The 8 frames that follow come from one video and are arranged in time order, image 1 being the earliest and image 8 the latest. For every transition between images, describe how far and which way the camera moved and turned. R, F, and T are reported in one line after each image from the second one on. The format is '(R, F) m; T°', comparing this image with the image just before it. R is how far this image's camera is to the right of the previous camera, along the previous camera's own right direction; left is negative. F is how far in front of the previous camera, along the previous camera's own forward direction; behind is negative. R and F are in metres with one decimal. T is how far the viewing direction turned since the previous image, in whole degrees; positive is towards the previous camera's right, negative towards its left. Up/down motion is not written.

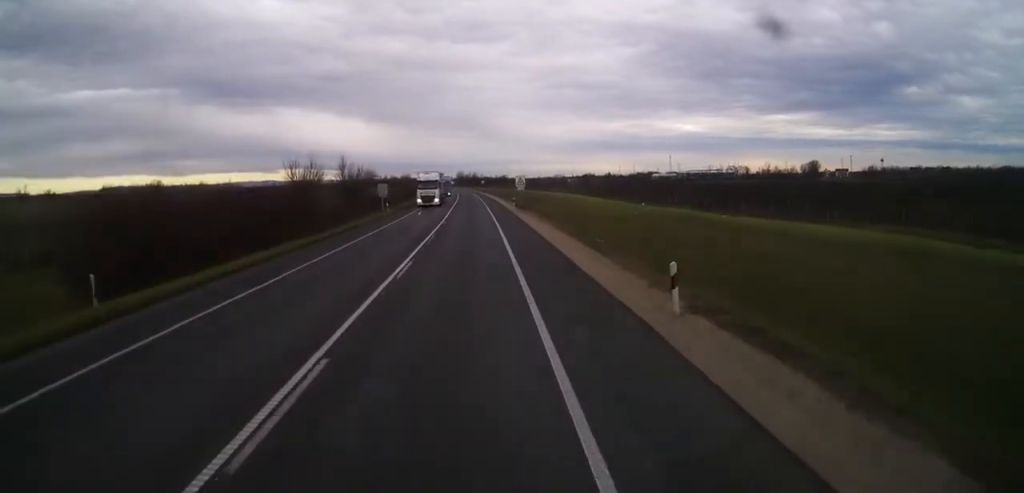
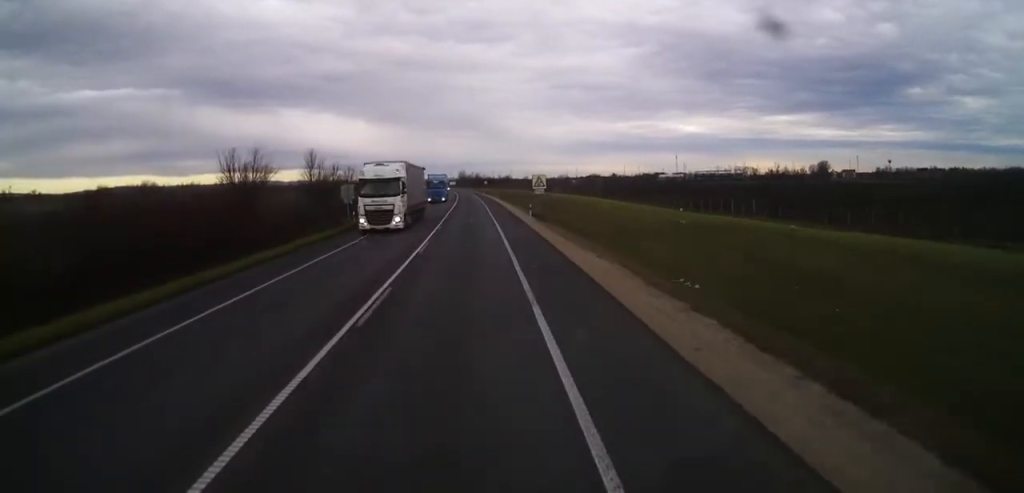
(-0.1, +17.8) m; 0°
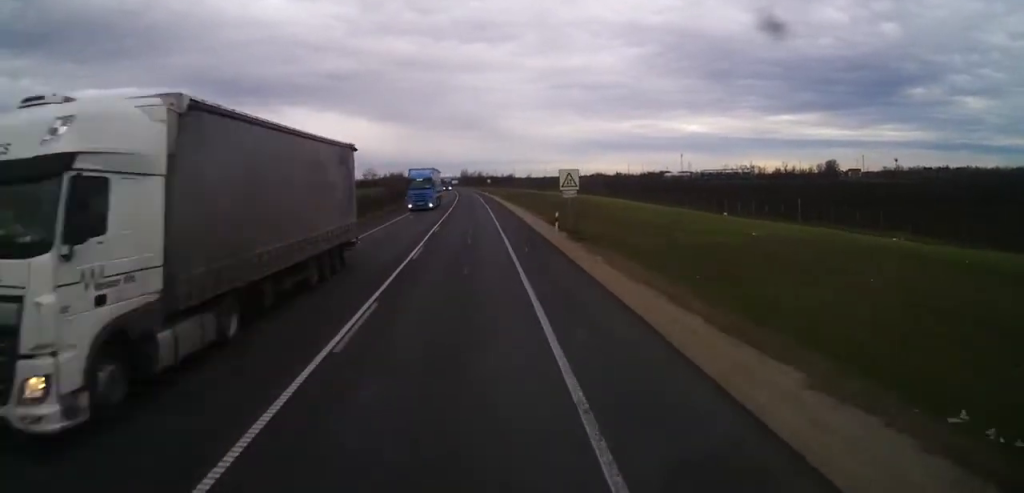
(0.0, +14.1) m; 0°
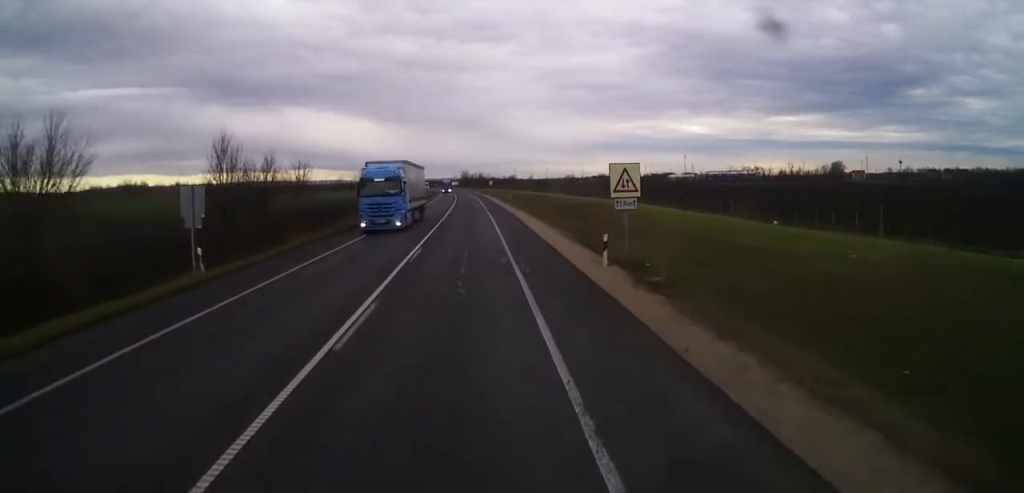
(0.0, +11.8) m; 0°
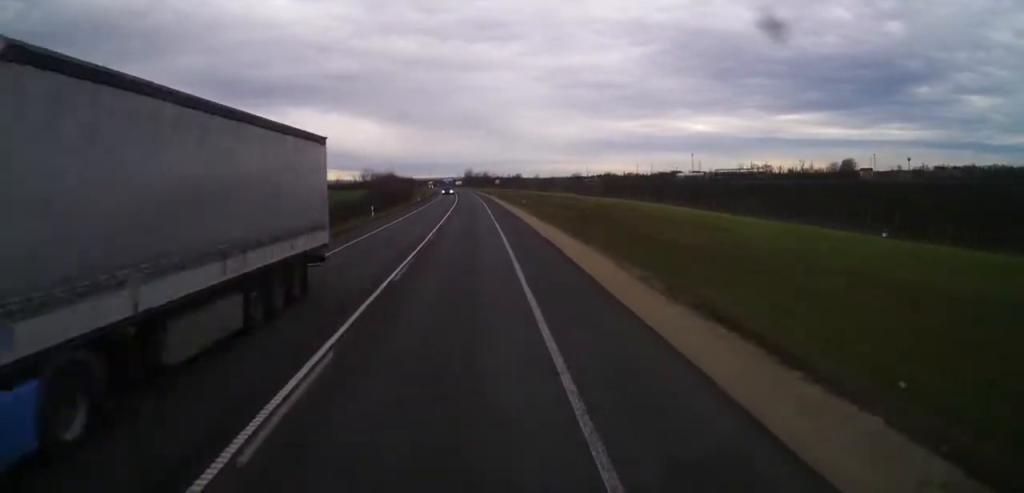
(+0.1, +16.2) m; -2°
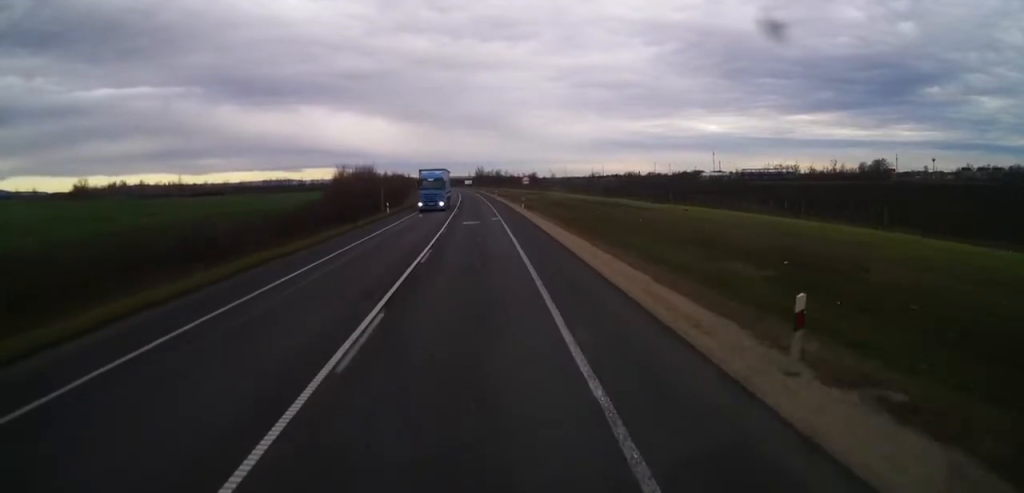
(-1.0, +44.7) m; 0°
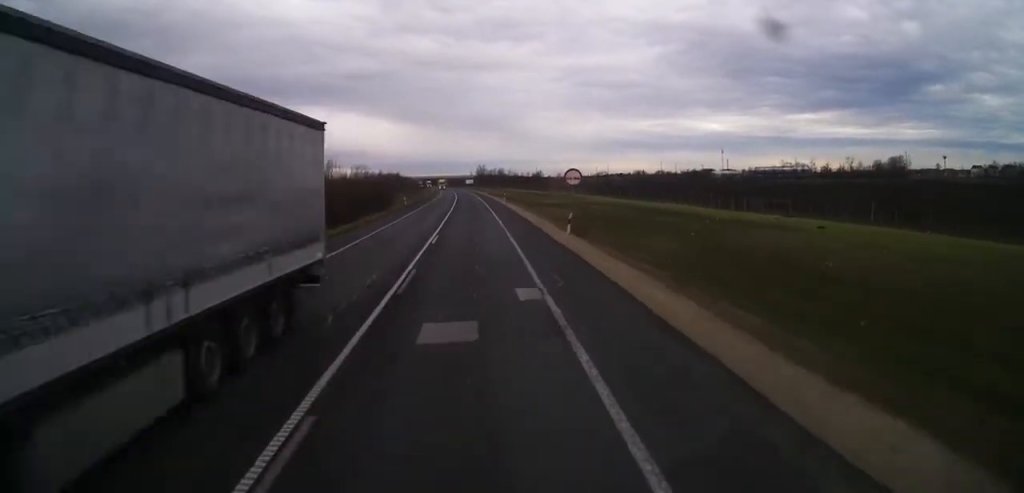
(0.0, +29.3) m; -1°
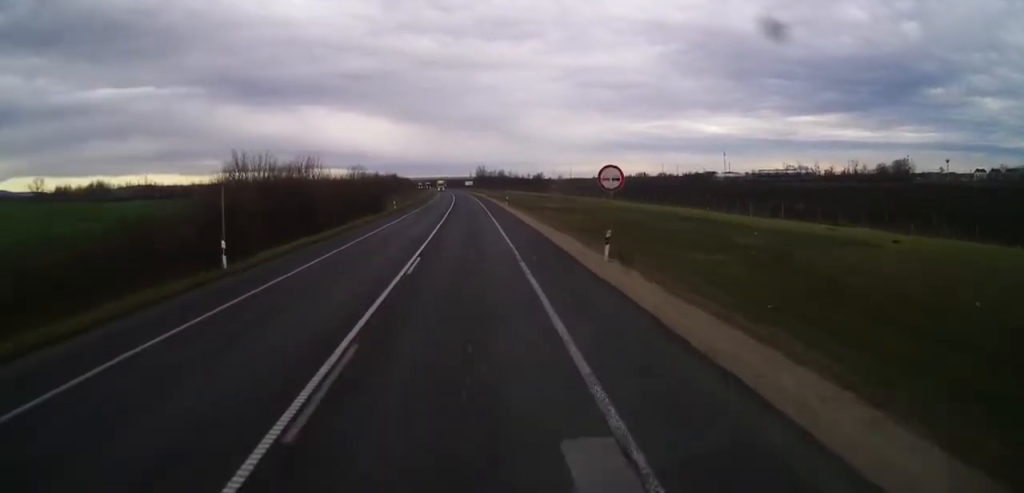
(-0.1, +8.8) m; 0°
